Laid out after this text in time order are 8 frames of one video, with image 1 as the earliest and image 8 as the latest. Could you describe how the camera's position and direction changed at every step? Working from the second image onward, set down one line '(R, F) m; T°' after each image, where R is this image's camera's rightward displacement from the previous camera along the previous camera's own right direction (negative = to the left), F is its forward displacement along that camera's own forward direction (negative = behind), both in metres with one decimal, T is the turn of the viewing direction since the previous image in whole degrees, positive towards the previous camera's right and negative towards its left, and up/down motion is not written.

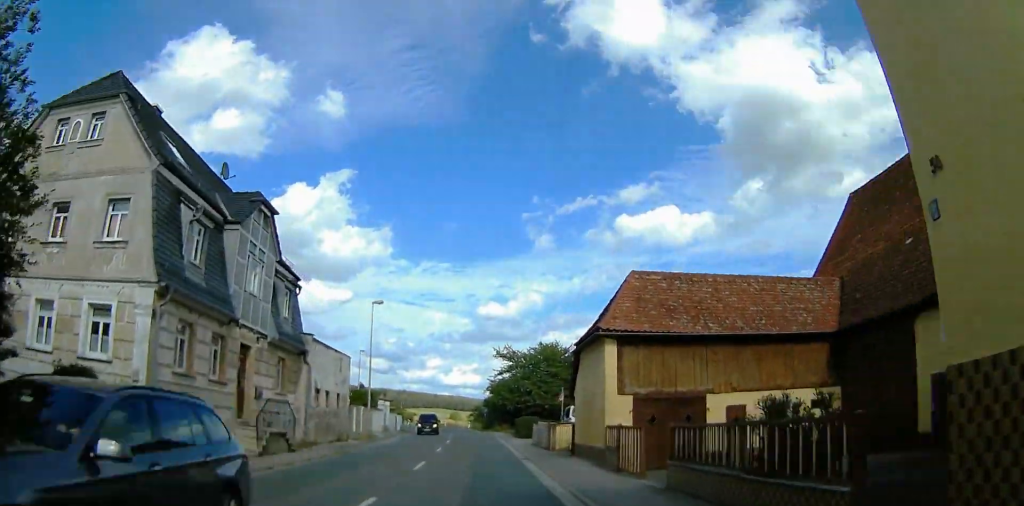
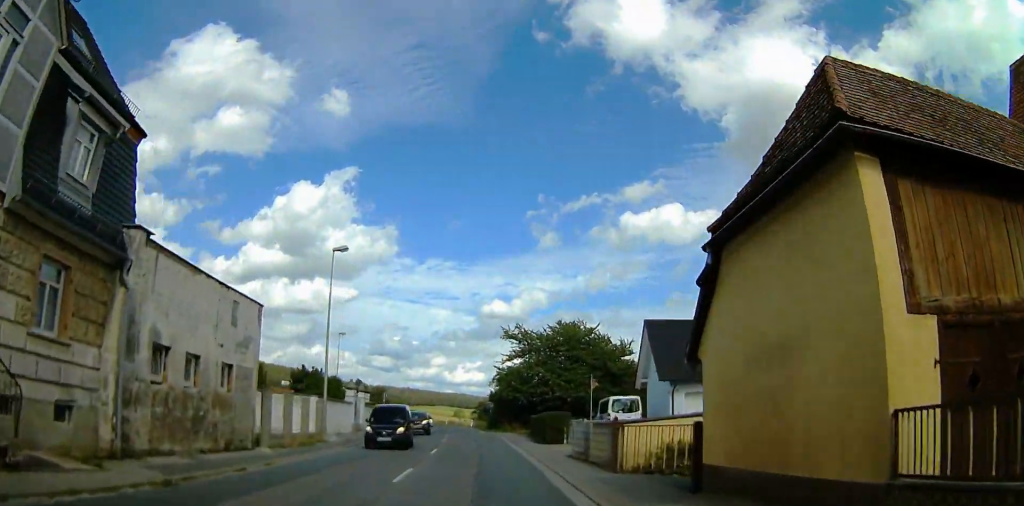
(0.0, +13.4) m; 0°
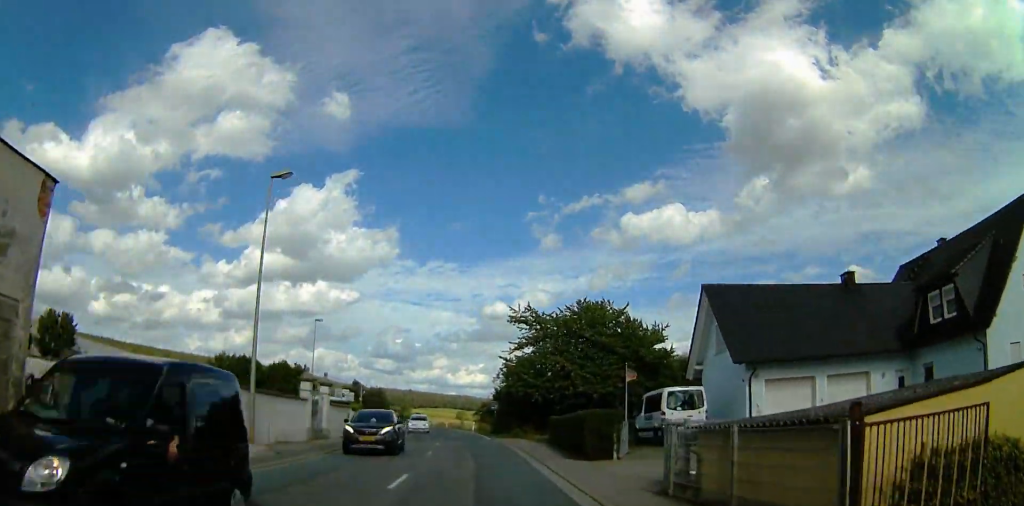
(0.0, +10.6) m; 0°
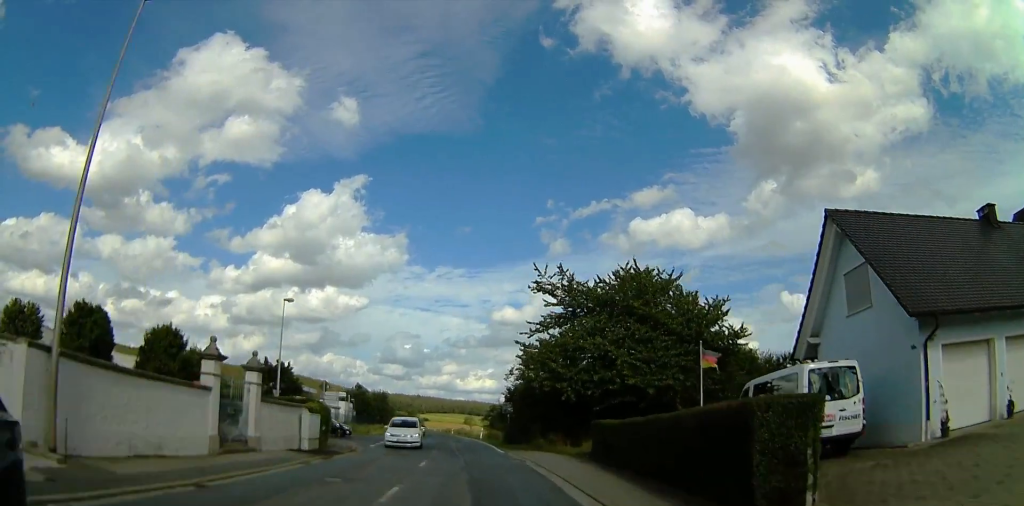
(0.0, +11.5) m; 0°
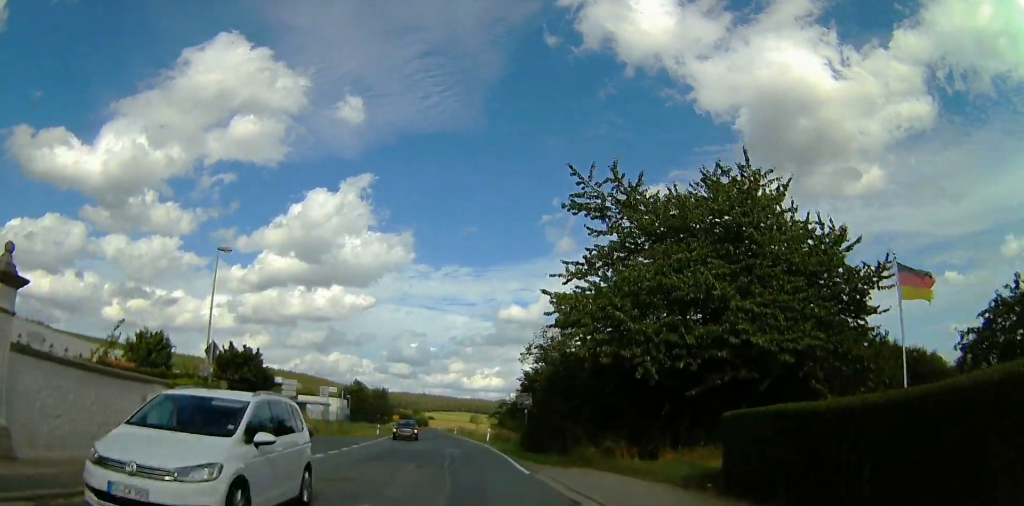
(0.0, +12.9) m; 0°
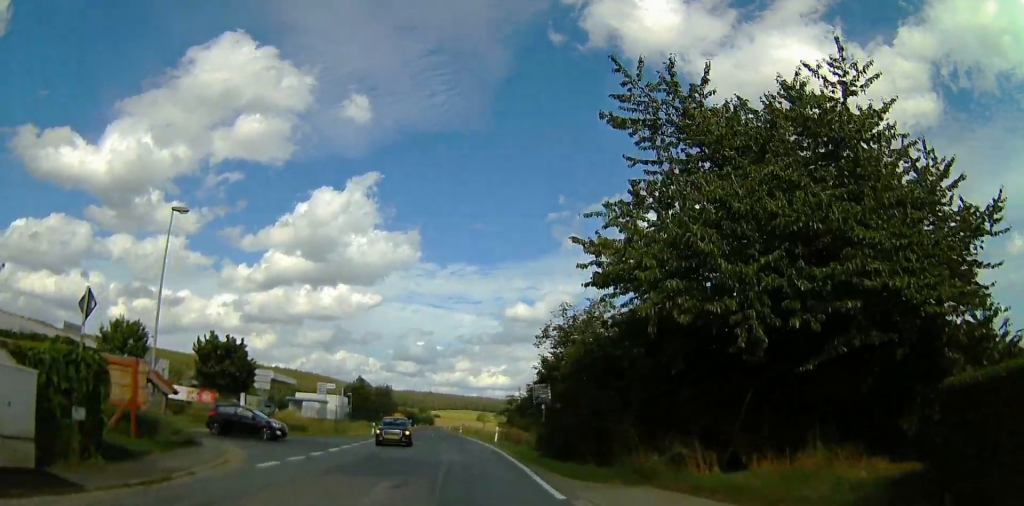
(0.0, +5.8) m; 0°
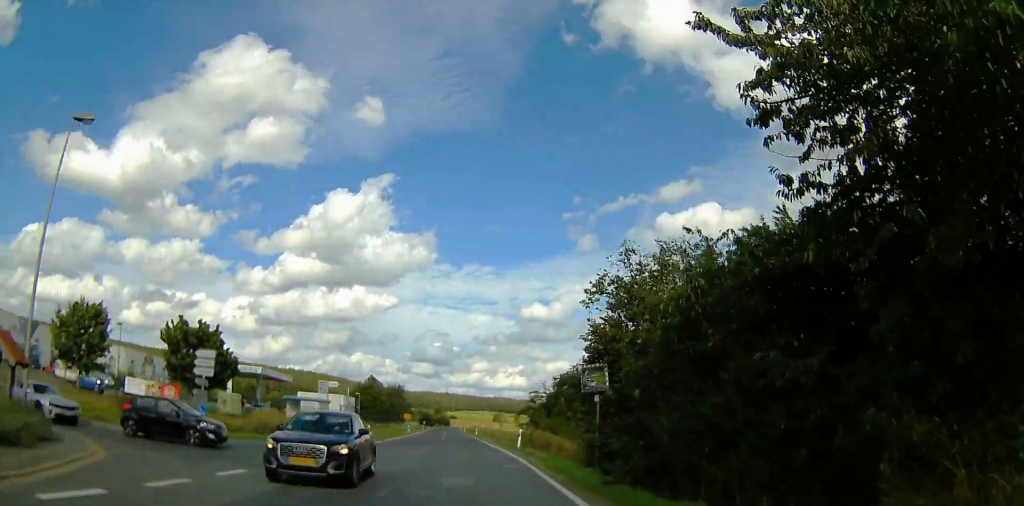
(0.0, +8.5) m; 0°
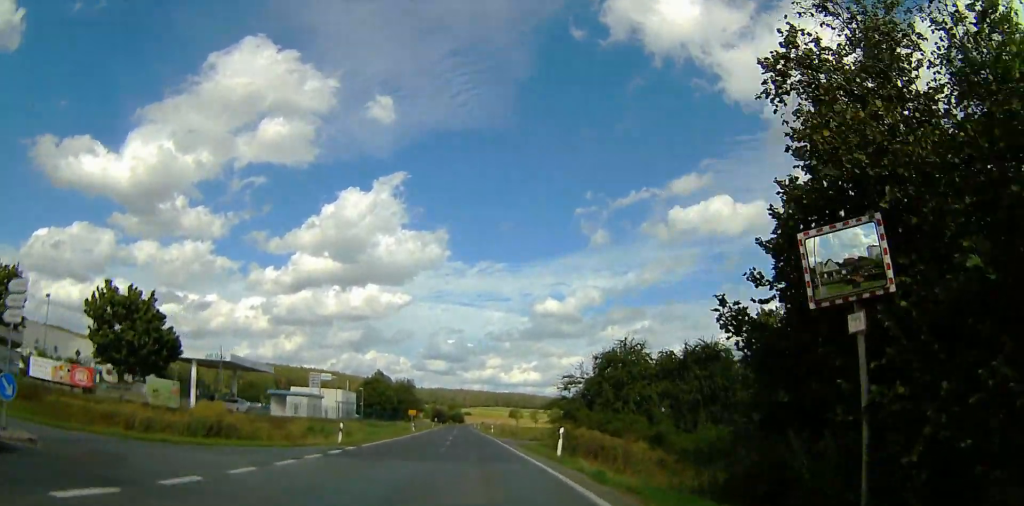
(0.0, +11.3) m; 0°
